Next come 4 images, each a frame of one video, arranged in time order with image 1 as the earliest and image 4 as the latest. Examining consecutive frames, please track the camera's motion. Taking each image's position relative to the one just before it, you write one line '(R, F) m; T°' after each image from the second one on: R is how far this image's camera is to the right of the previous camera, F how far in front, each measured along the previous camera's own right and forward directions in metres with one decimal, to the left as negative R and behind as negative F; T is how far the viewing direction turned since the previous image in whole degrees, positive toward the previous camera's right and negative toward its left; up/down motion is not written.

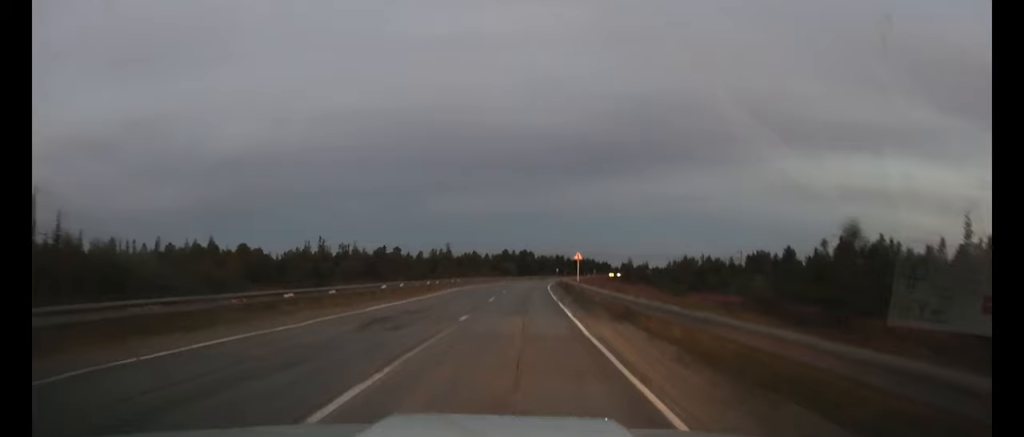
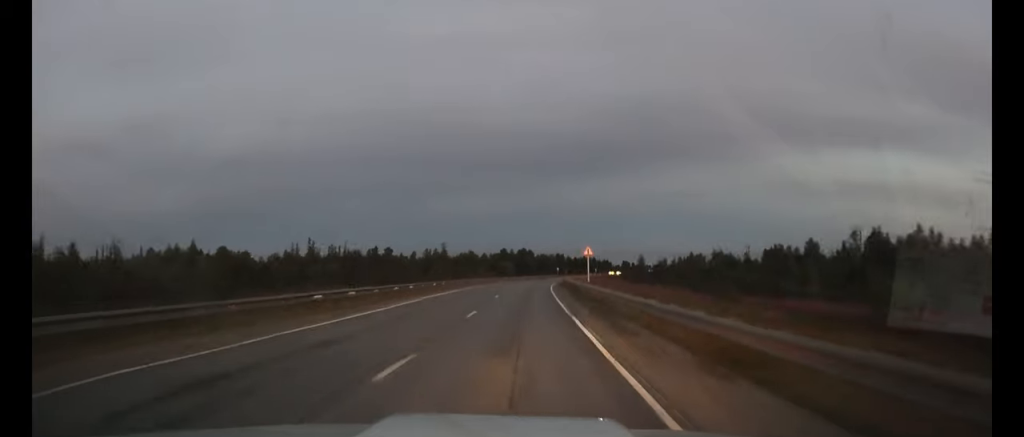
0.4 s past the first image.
(0.0, +9.6) m; 0°
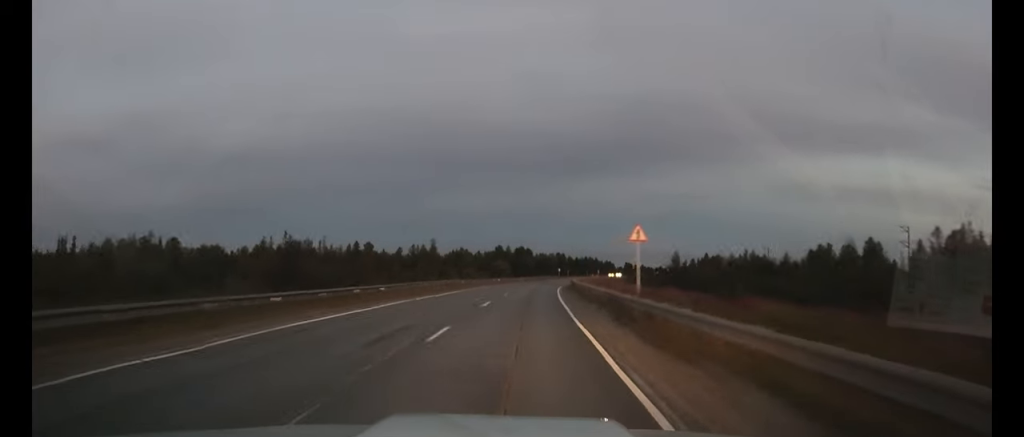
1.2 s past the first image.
(+0.1, +19.6) m; +1°
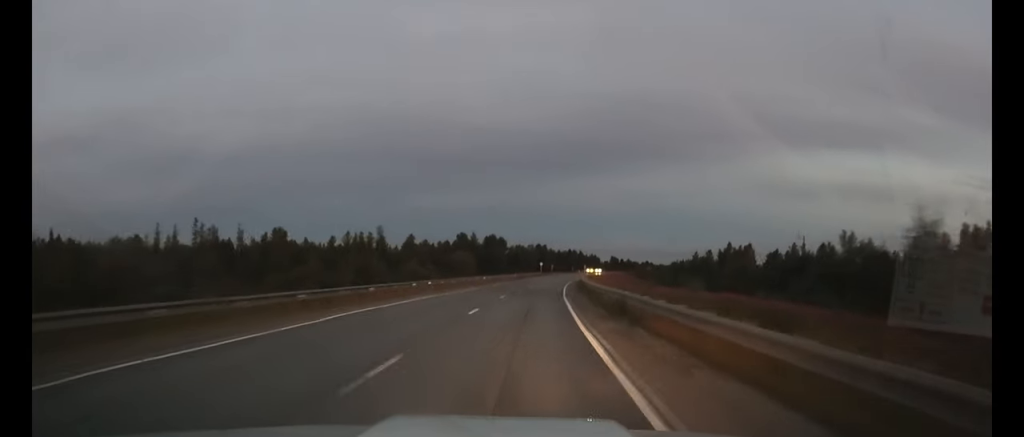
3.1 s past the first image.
(+0.5, +42.2) m; +2°
